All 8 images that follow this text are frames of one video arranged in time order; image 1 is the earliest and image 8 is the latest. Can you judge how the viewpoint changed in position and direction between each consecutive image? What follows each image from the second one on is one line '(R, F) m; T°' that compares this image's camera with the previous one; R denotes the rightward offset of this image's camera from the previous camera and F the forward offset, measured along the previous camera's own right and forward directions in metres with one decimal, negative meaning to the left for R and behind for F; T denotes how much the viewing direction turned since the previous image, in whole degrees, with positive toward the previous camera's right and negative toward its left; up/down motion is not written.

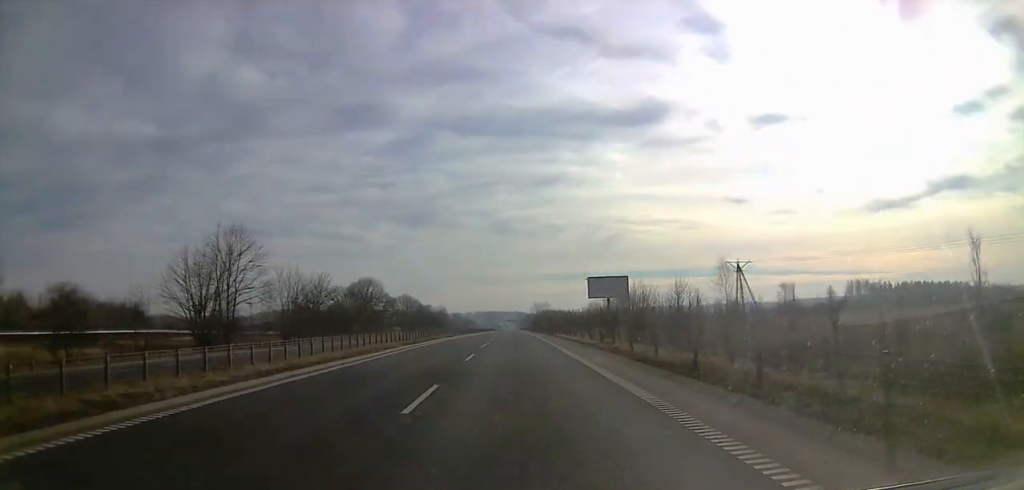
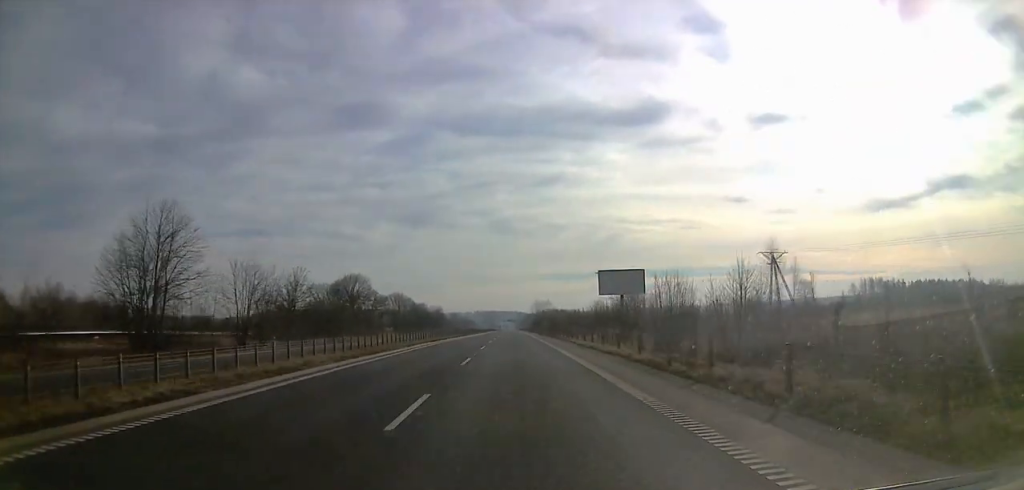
(-0.3, +16.2) m; -1°
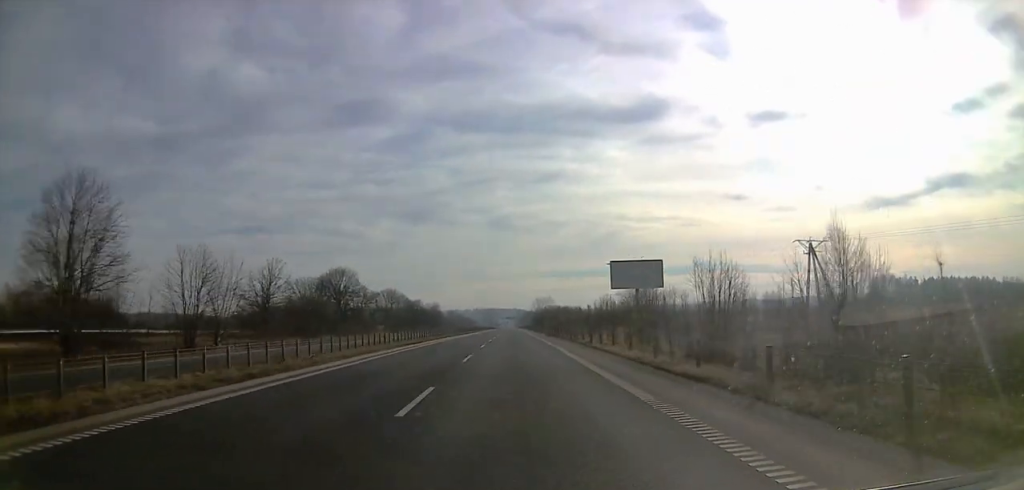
(-0.1, +12.5) m; -1°
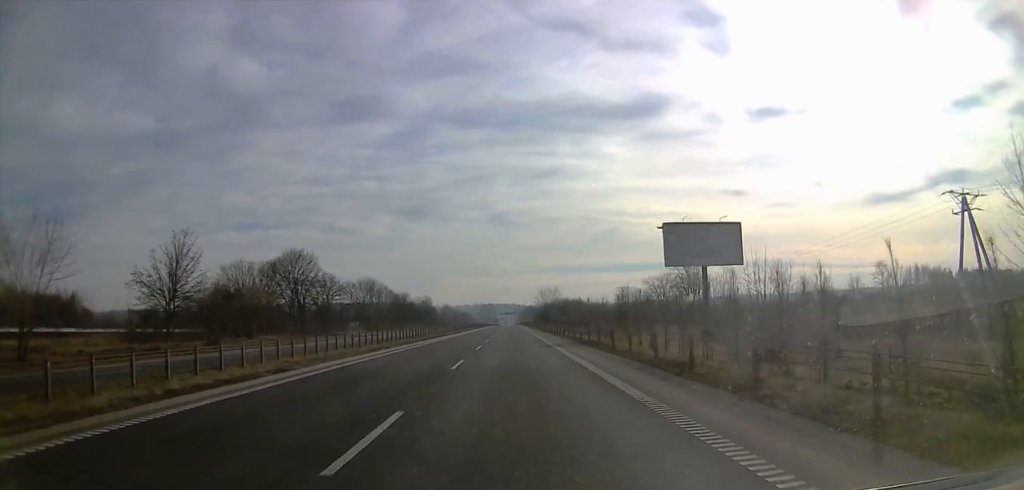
(-0.1, +27.0) m; +1°
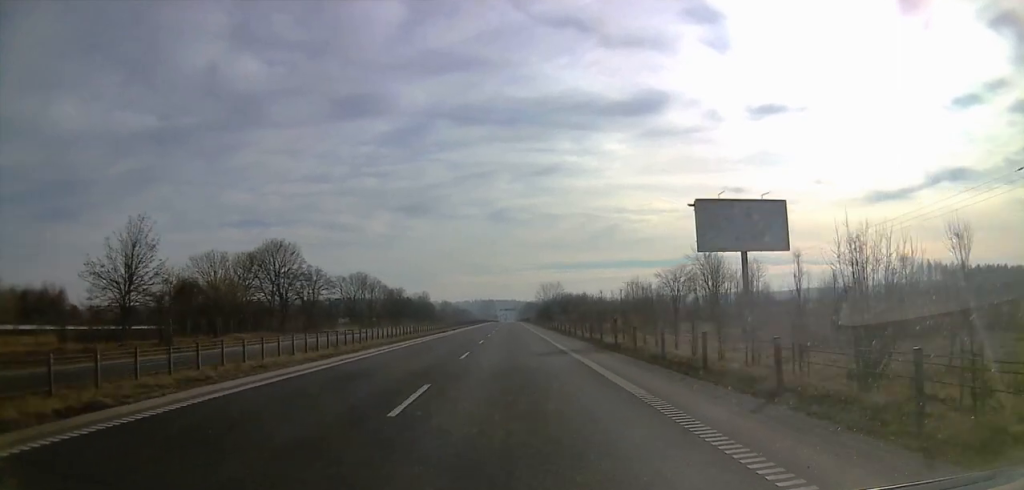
(+0.2, +7.8) m; 0°
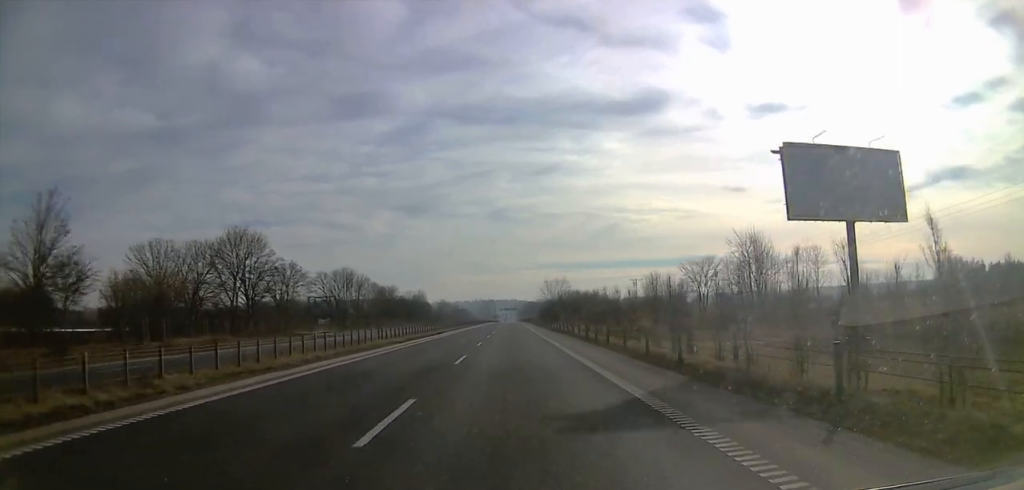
(+0.1, +12.2) m; 0°
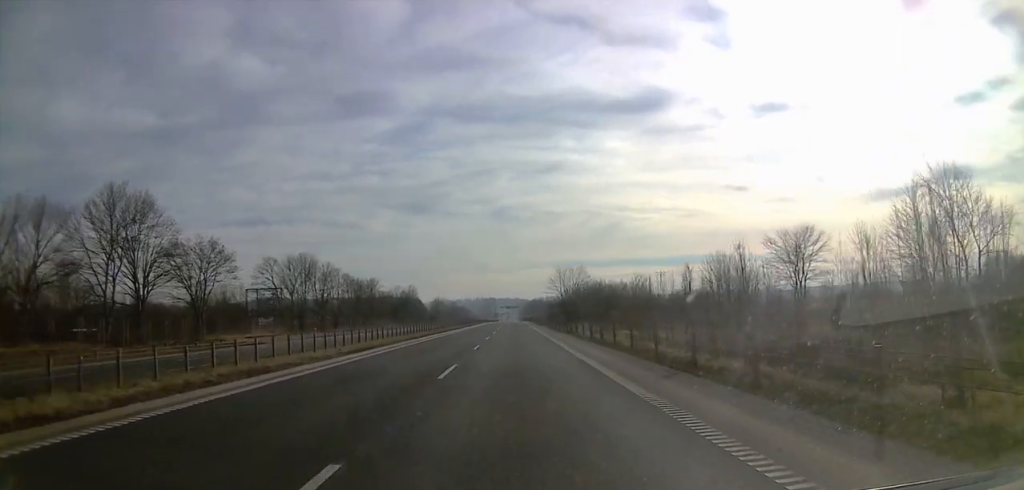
(-0.6, +26.4) m; -1°
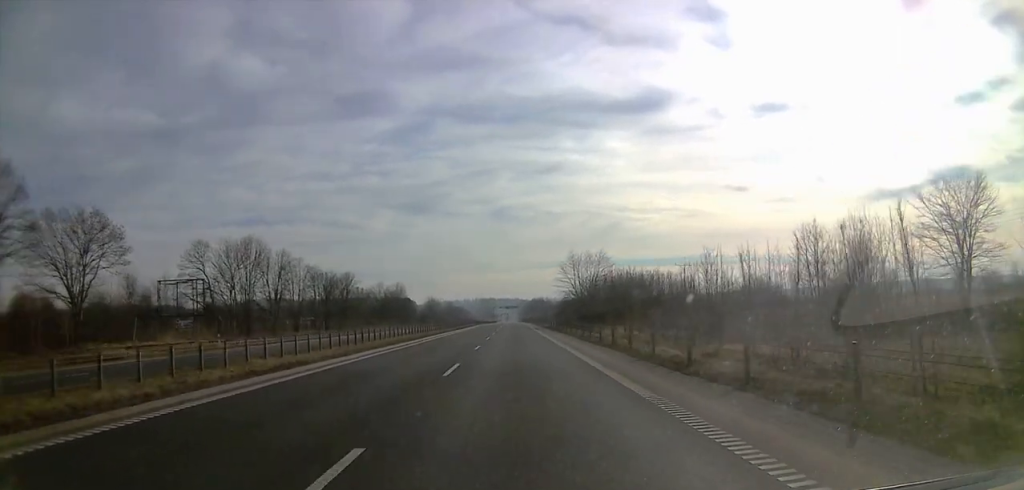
(+0.1, +21.1) m; +1°
